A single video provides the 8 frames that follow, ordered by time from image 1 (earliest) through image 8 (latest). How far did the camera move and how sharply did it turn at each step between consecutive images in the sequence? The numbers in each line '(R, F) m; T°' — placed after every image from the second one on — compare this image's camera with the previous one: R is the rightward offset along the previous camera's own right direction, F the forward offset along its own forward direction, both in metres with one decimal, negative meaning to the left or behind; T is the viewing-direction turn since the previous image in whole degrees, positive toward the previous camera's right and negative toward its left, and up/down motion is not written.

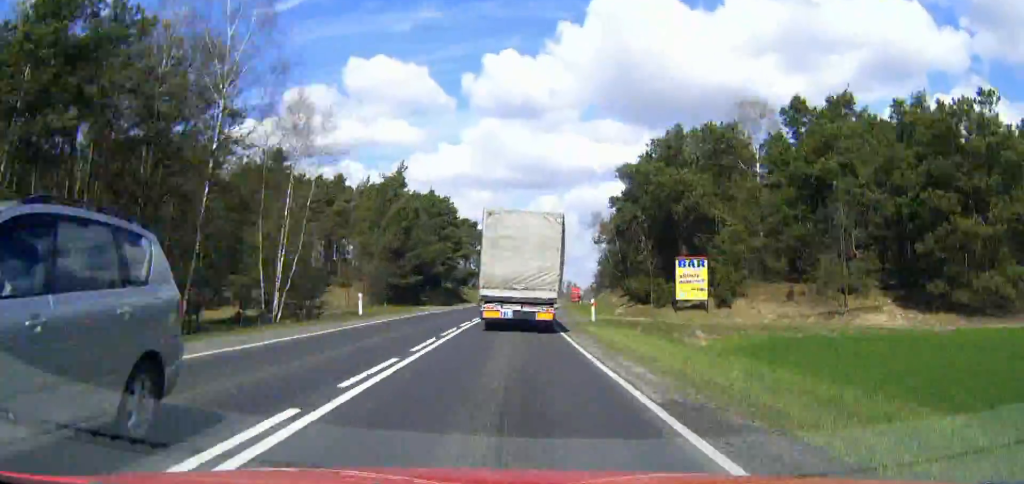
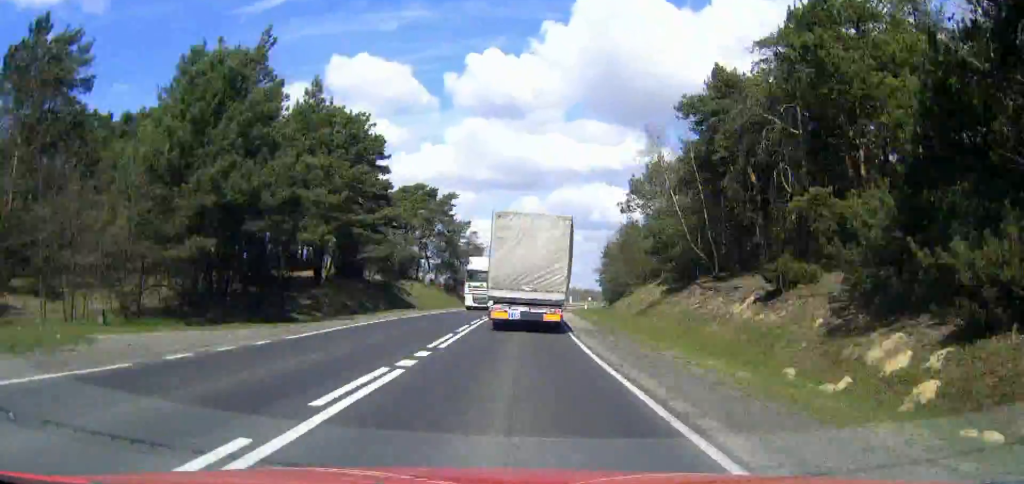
(+0.6, +42.0) m; +2°
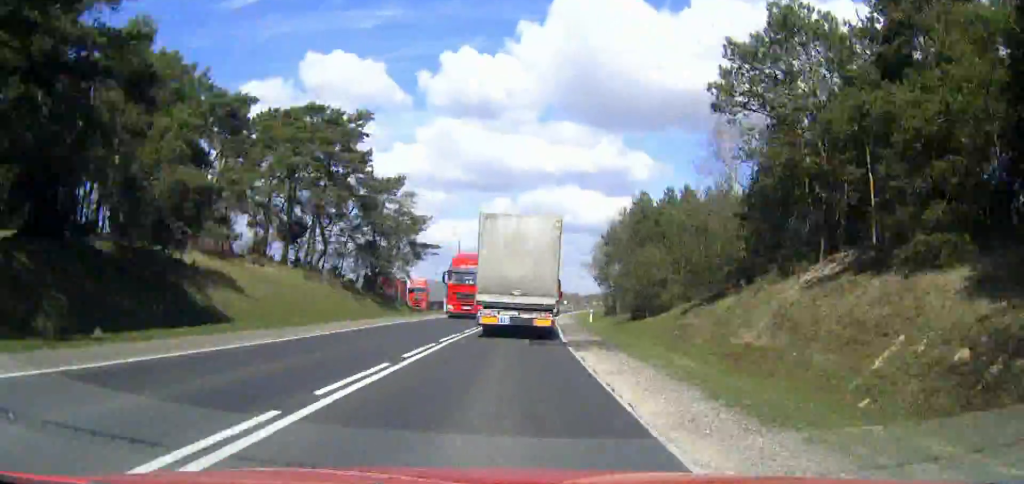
(+0.3, +37.9) m; +2°
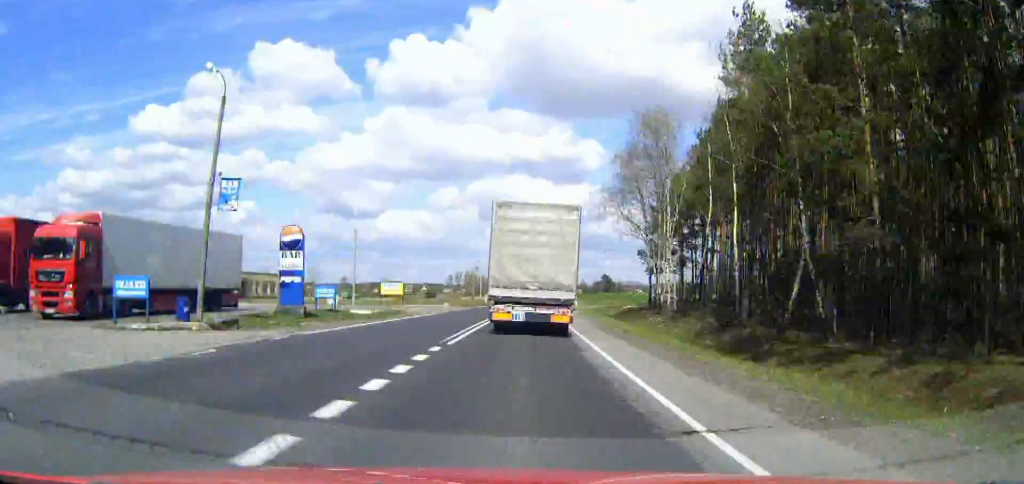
(+2.5, +70.5) m; +4°
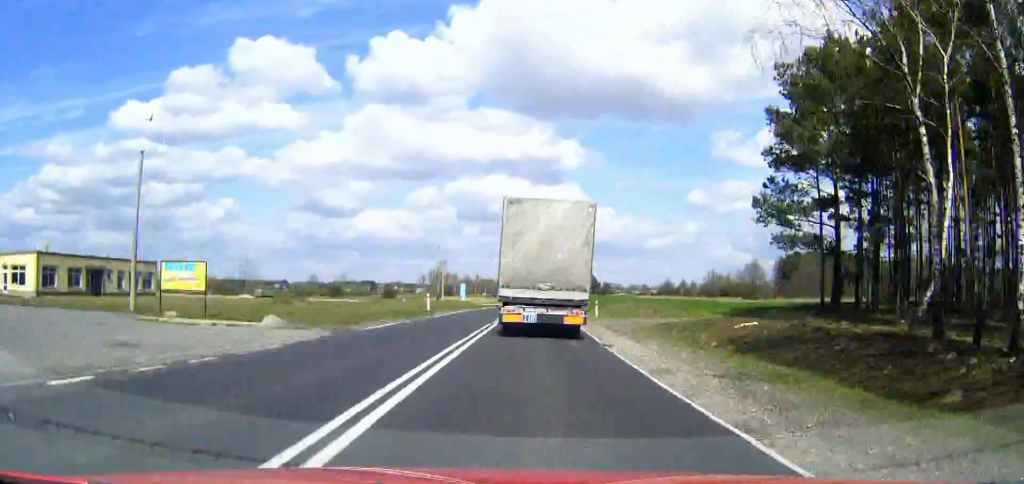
(+0.8, +38.6) m; +2°
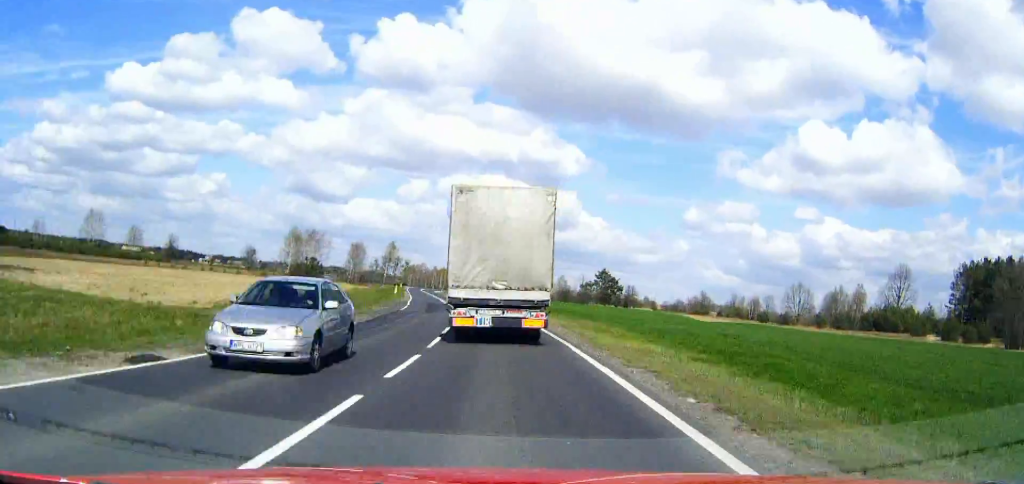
(+0.1, +159.0) m; -4°
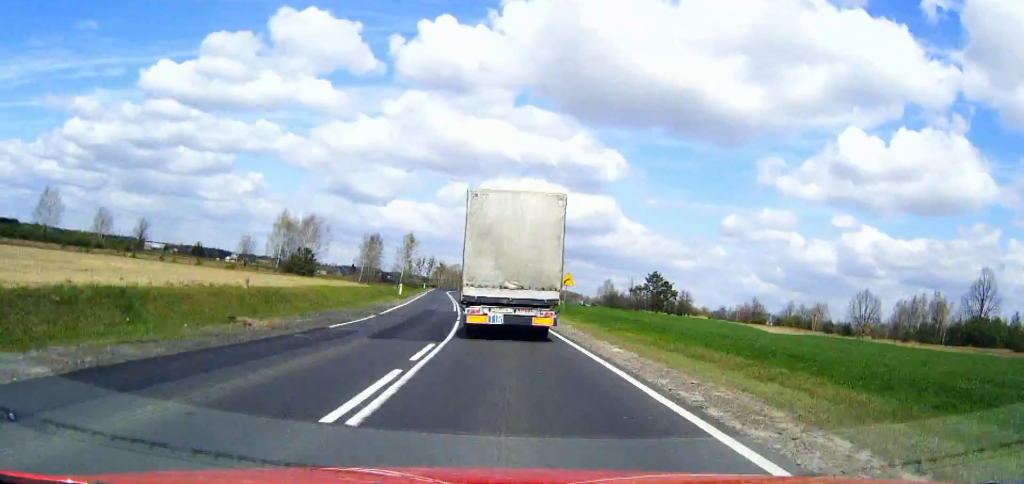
(-0.2, +26.1) m; -2°
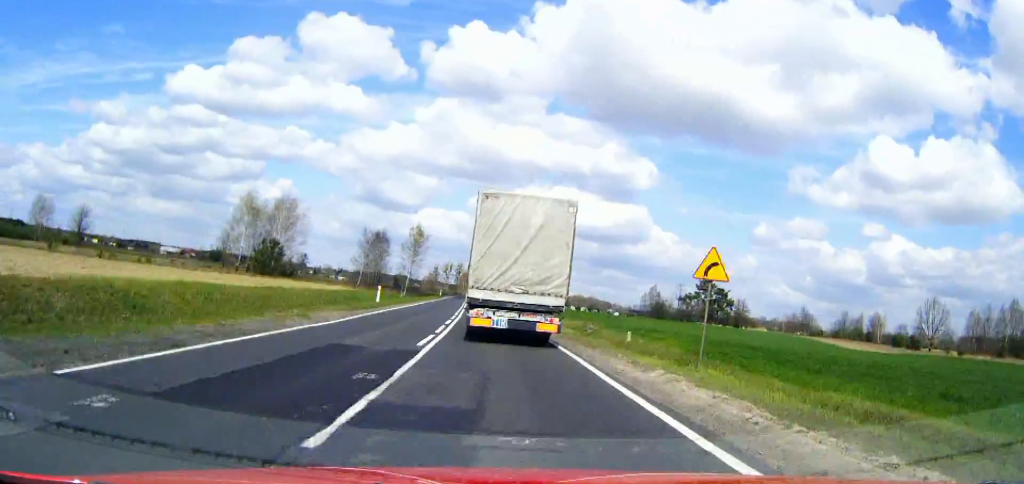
(-0.7, +25.7) m; -1°
